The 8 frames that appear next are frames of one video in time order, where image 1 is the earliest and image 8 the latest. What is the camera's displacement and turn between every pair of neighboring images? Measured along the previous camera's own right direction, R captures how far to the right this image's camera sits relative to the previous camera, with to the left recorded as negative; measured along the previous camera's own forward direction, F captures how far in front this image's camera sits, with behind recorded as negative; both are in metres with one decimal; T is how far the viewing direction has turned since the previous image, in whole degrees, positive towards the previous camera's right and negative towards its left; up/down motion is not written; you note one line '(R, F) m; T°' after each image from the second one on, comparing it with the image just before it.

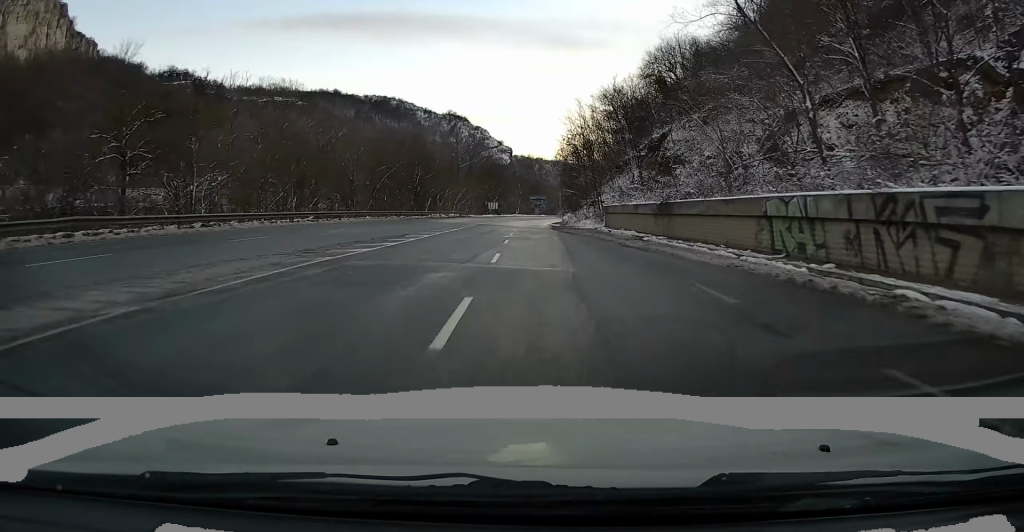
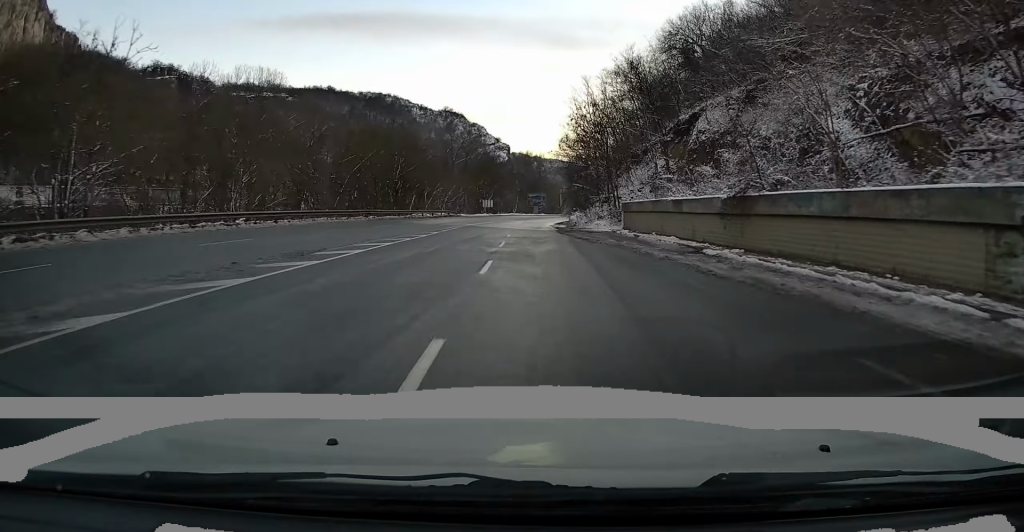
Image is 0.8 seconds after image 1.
(+0.1, +11.7) m; +1°
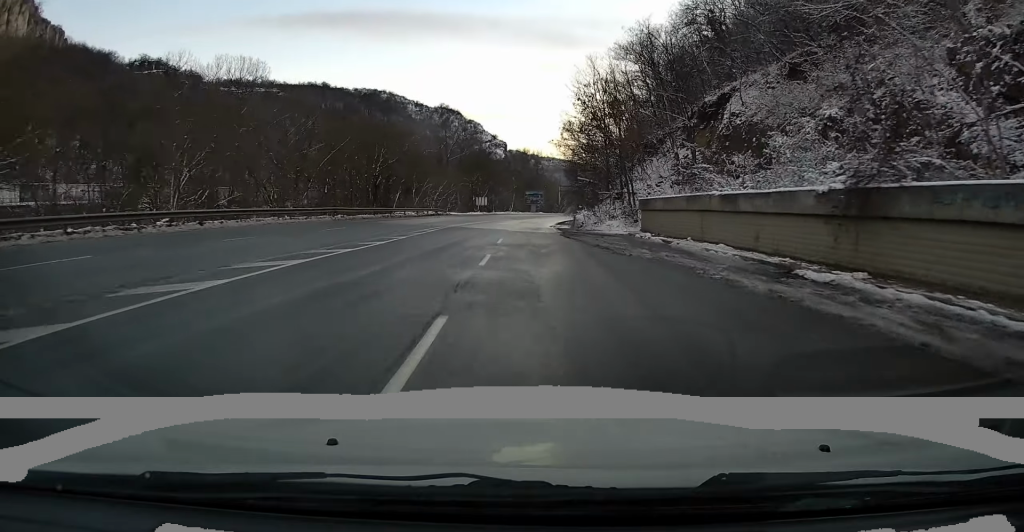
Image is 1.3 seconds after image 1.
(+0.2, +8.1) m; -1°
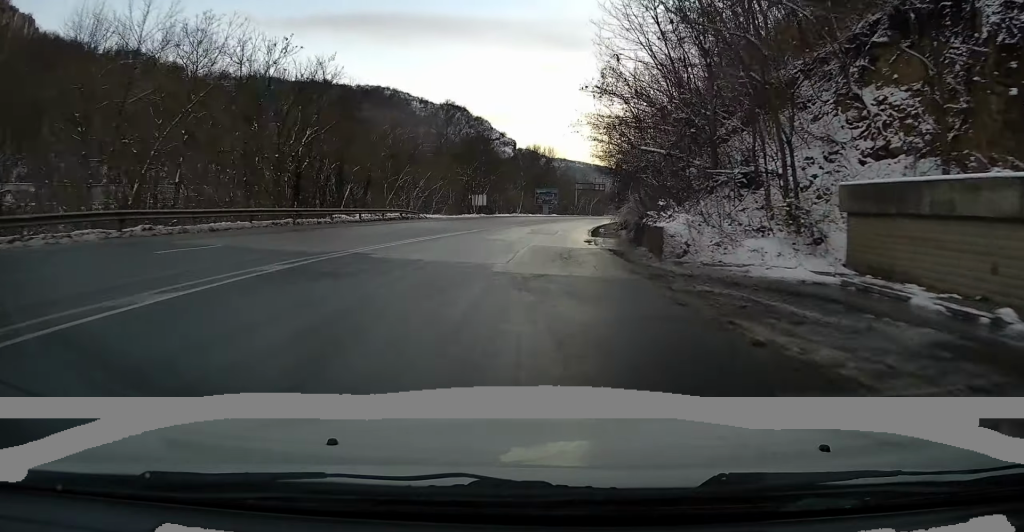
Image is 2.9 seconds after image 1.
(-0.6, +23.8) m; -1°
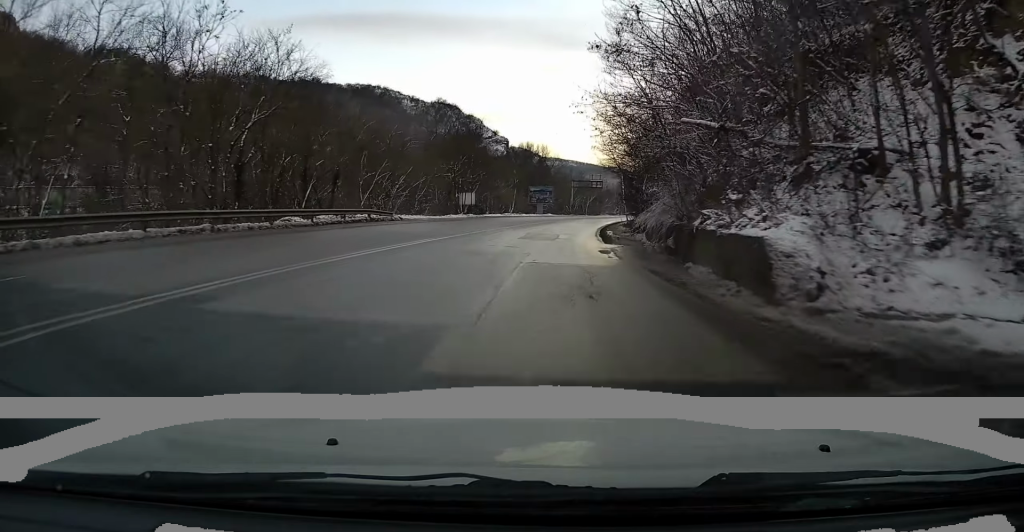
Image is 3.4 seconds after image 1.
(0.0, +7.4) m; +1°
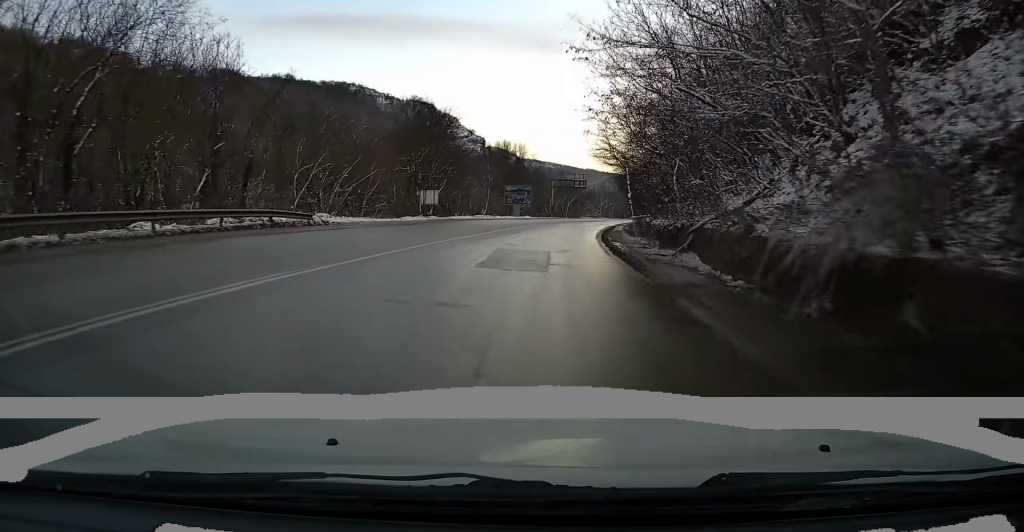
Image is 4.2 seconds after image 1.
(+0.1, +11.8) m; +2°
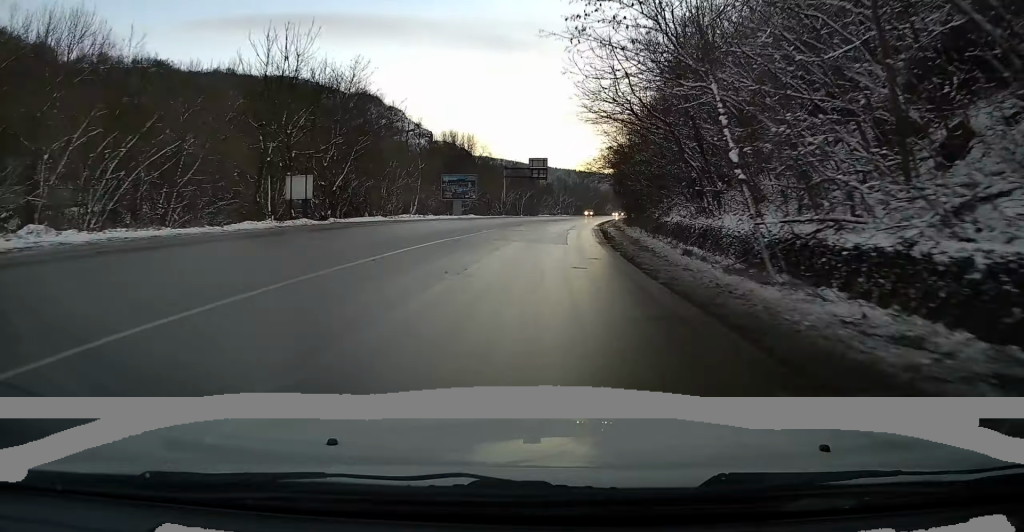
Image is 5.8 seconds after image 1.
(+0.7, +22.9) m; +3°
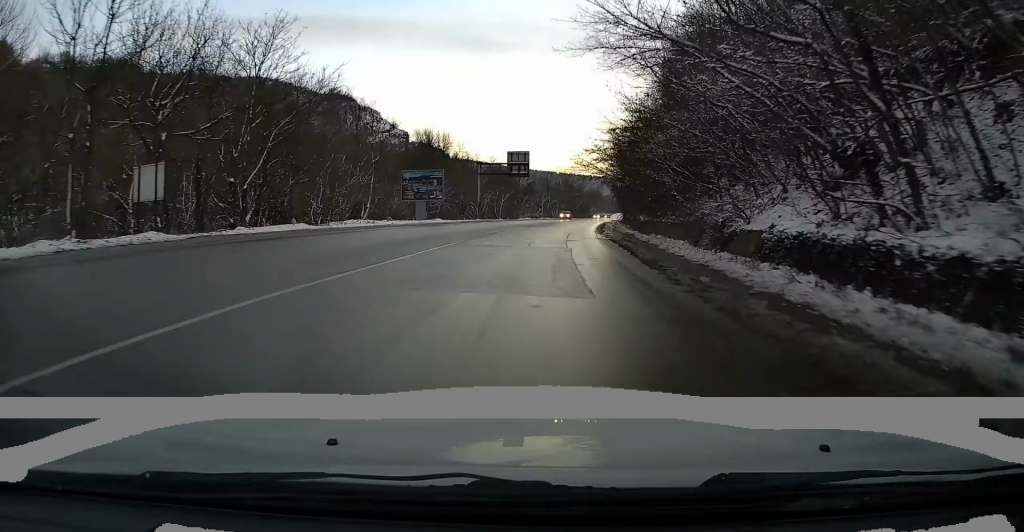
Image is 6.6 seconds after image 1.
(0.0, +12.9) m; +2°
